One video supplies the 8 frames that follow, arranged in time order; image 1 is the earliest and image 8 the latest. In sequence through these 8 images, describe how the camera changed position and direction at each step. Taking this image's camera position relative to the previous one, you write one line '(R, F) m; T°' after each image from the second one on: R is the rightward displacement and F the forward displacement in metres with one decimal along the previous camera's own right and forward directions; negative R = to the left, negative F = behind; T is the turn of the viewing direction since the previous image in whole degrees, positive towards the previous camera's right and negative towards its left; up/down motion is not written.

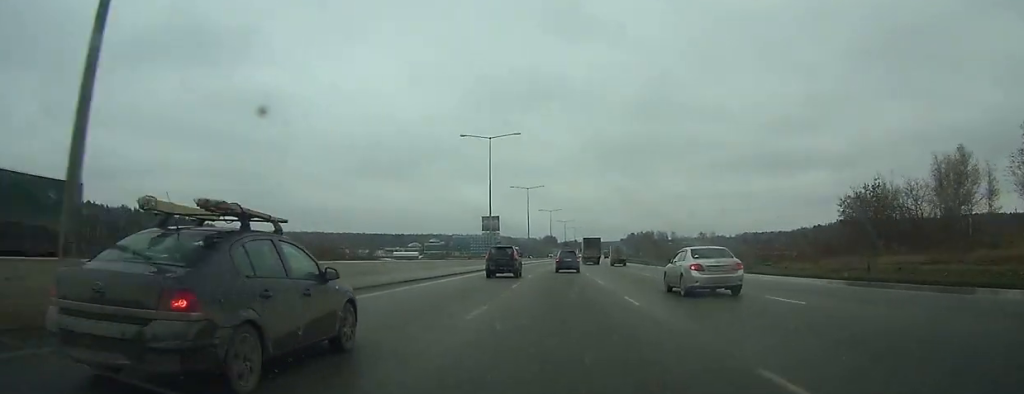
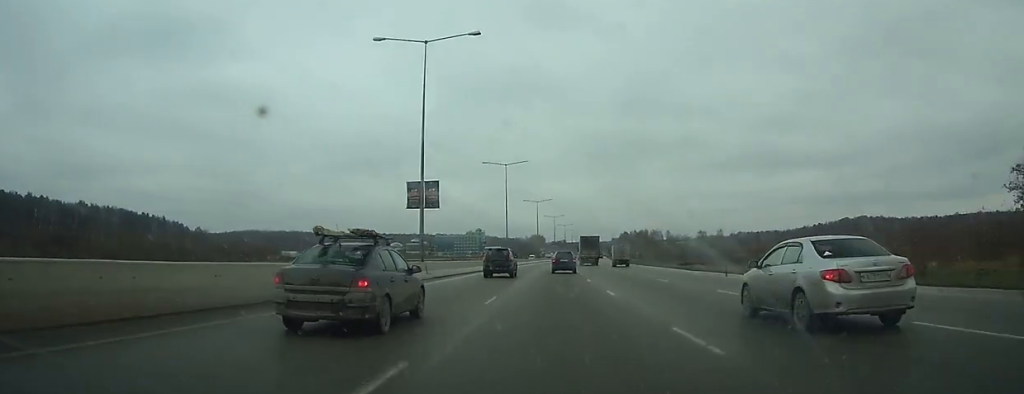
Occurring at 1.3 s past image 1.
(+0.1, +32.0) m; +1°
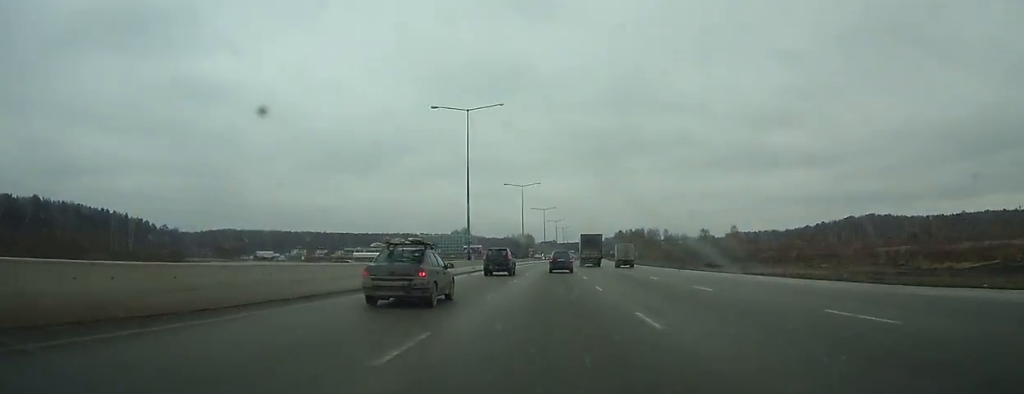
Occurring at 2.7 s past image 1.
(+0.1, +33.4) m; +1°
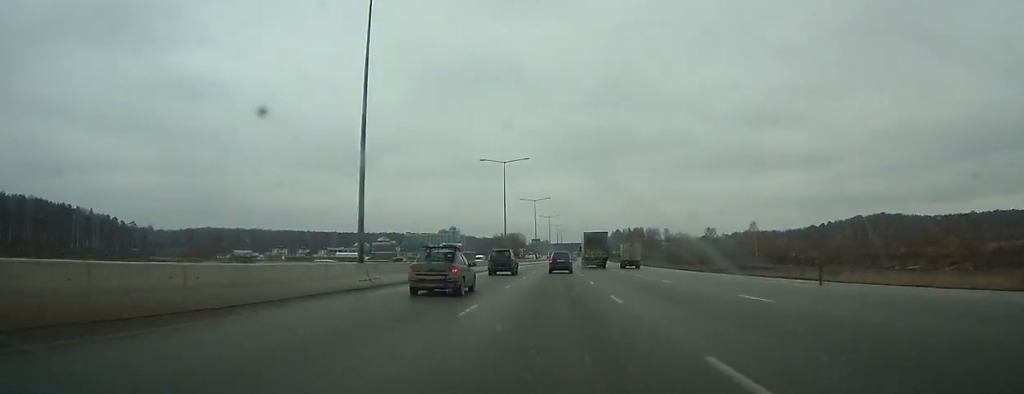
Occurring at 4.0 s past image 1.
(+0.4, +30.1) m; +1°
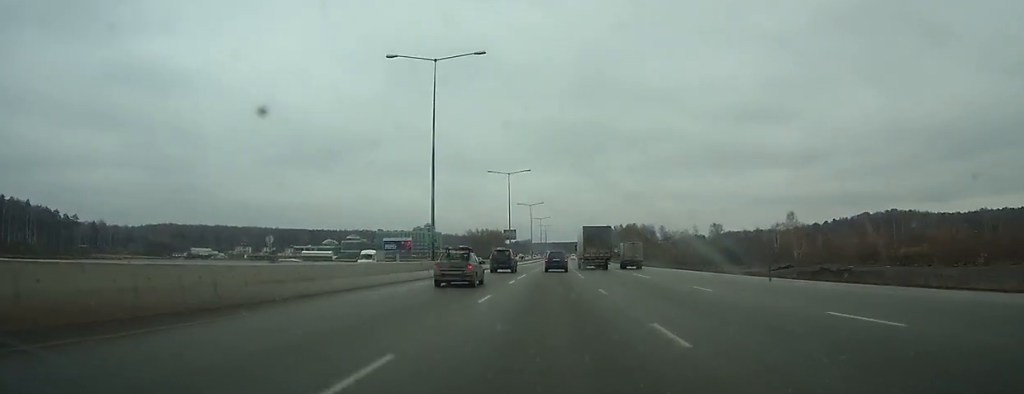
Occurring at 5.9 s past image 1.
(+0.1, +44.1) m; +1°
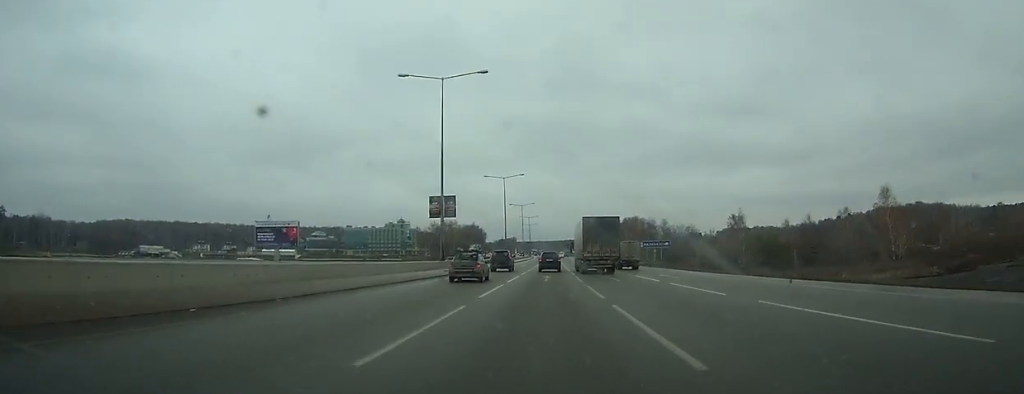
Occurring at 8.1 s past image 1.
(+1.0, +51.8) m; +1°
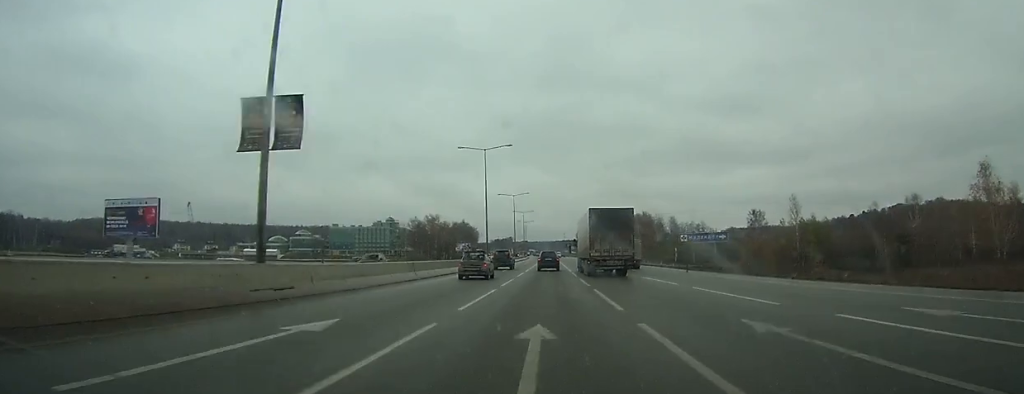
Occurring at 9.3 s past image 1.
(+0.1, +28.3) m; 0°
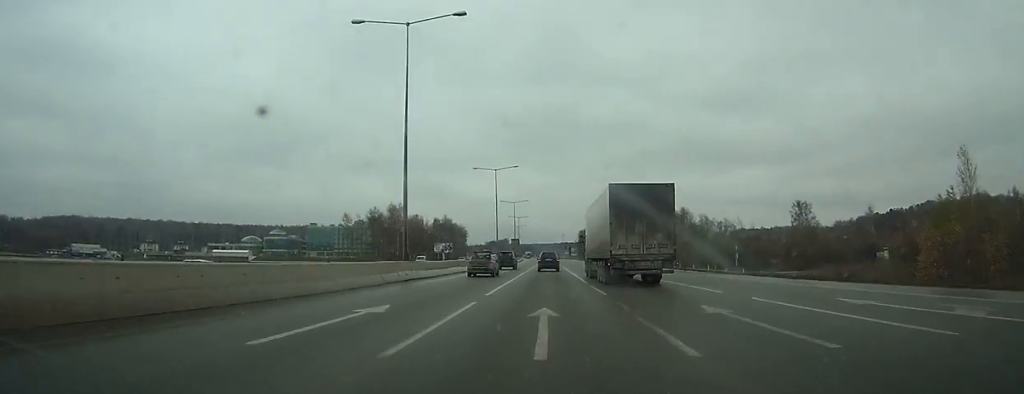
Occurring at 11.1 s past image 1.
(-0.1, +42.6) m; 0°
